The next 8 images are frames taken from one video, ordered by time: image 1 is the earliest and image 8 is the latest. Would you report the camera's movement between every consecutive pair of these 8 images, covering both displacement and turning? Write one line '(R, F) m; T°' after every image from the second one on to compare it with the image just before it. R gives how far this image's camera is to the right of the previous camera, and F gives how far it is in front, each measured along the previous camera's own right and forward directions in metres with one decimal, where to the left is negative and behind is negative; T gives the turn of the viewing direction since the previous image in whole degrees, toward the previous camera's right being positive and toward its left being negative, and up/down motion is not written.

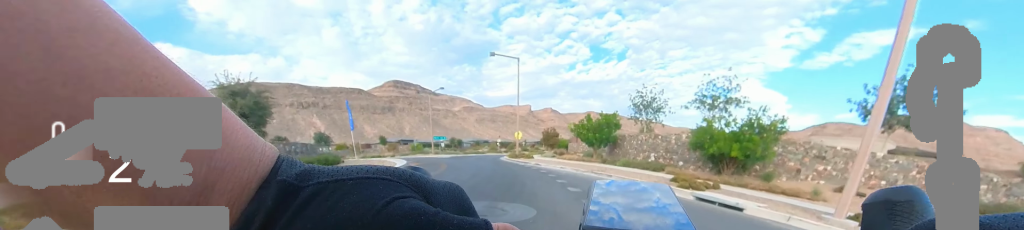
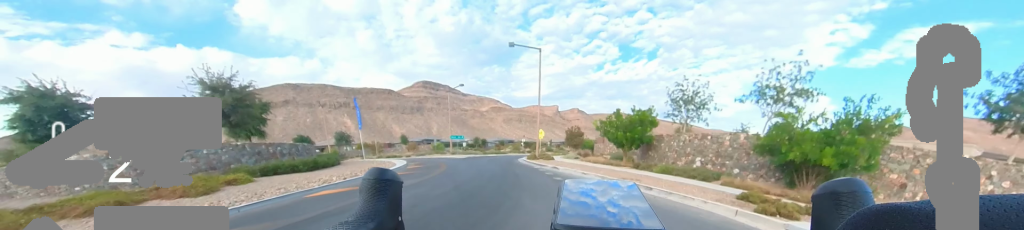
(+1.0, +3.0) m; -2°
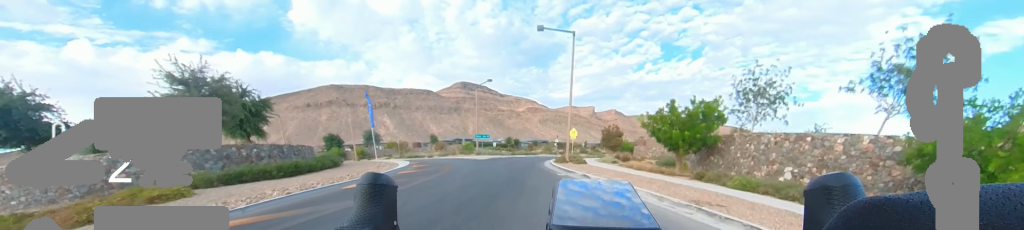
(-0.6, +3.8) m; -11°
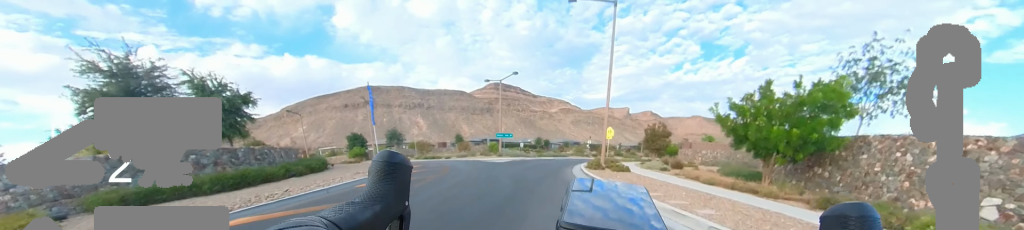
(-0.3, +4.9) m; -5°
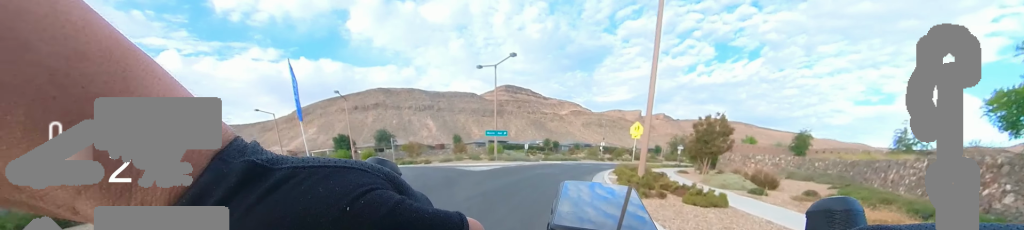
(-1.0, +8.3) m; -11°
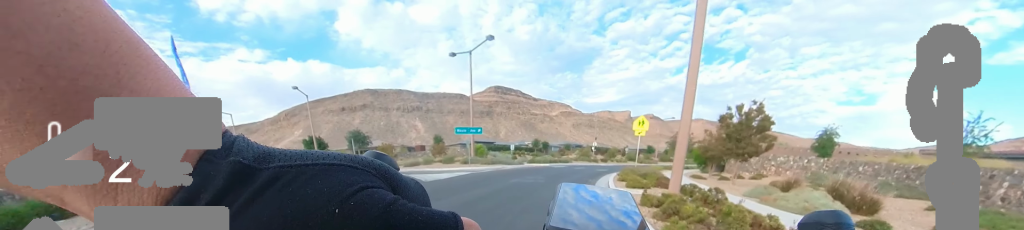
(0.0, +4.6) m; -1°
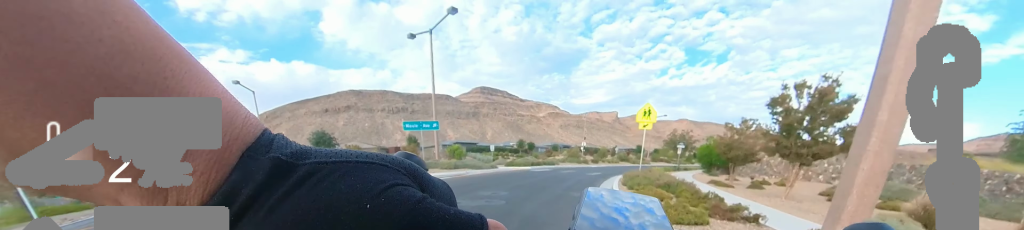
(0.0, +4.8) m; +1°
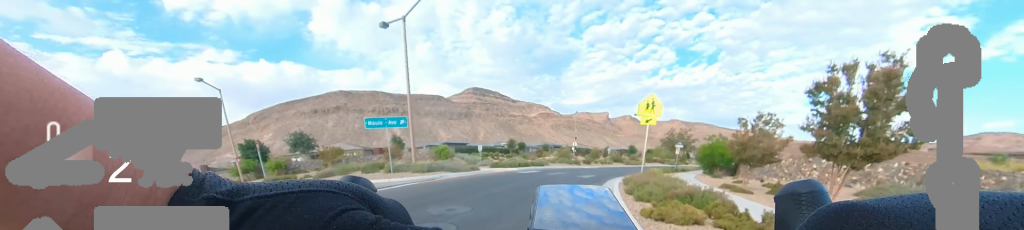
(0.0, +2.3) m; +4°
